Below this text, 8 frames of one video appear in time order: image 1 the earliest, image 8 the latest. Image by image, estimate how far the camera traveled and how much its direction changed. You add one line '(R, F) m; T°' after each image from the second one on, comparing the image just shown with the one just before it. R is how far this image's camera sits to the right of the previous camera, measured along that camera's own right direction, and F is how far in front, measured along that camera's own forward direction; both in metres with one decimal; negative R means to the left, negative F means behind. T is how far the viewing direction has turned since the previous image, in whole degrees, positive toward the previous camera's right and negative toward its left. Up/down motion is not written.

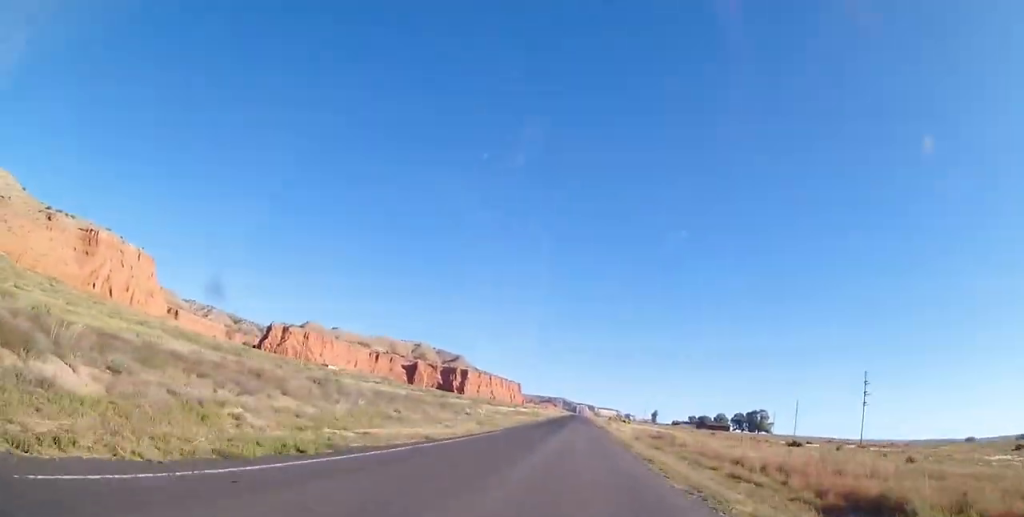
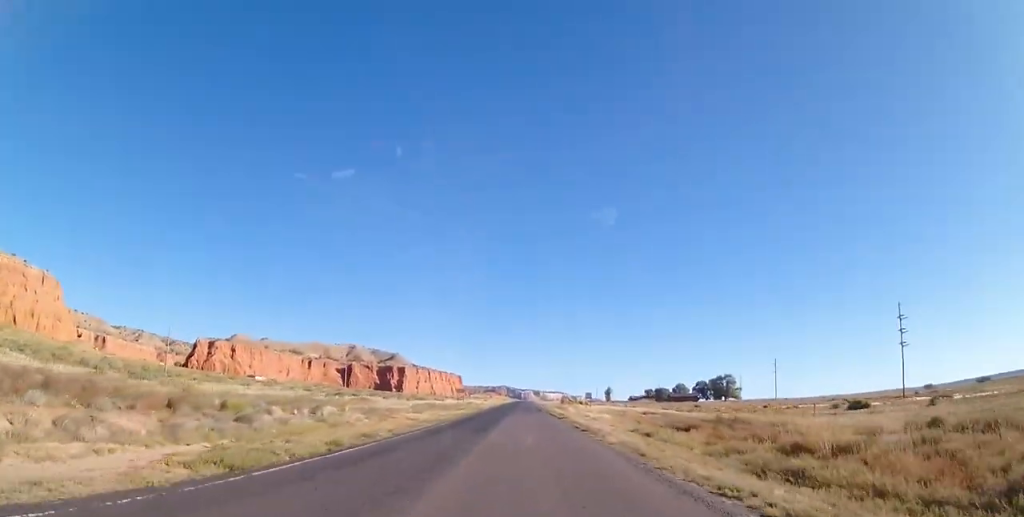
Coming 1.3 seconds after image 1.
(+0.1, +33.3) m; 0°
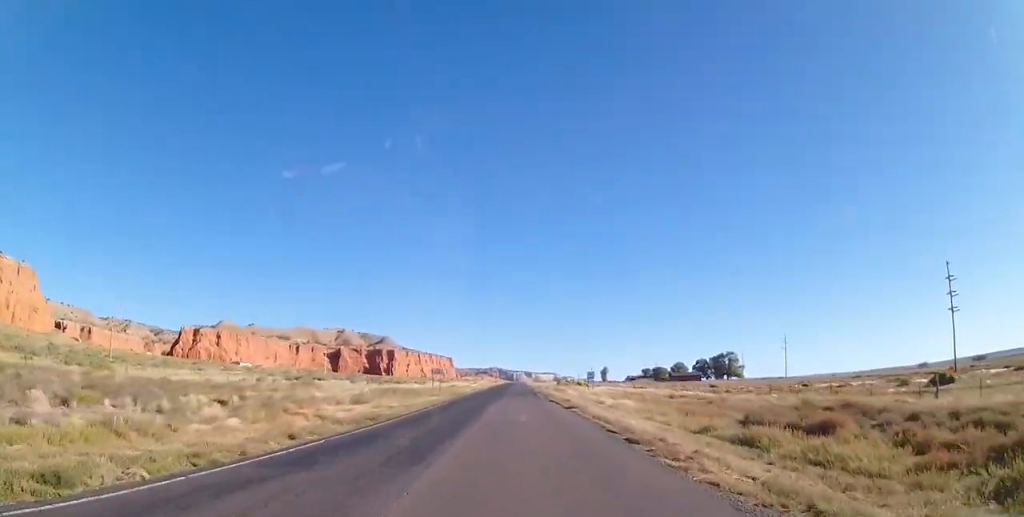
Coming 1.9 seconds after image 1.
(-0.1, +15.1) m; 0°
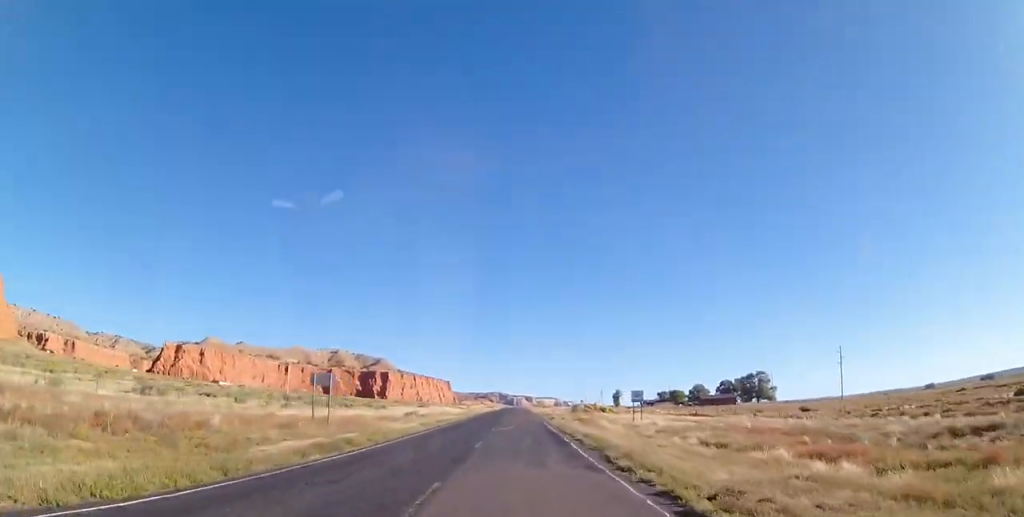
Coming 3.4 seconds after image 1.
(+0.1, +36.1) m; 0°
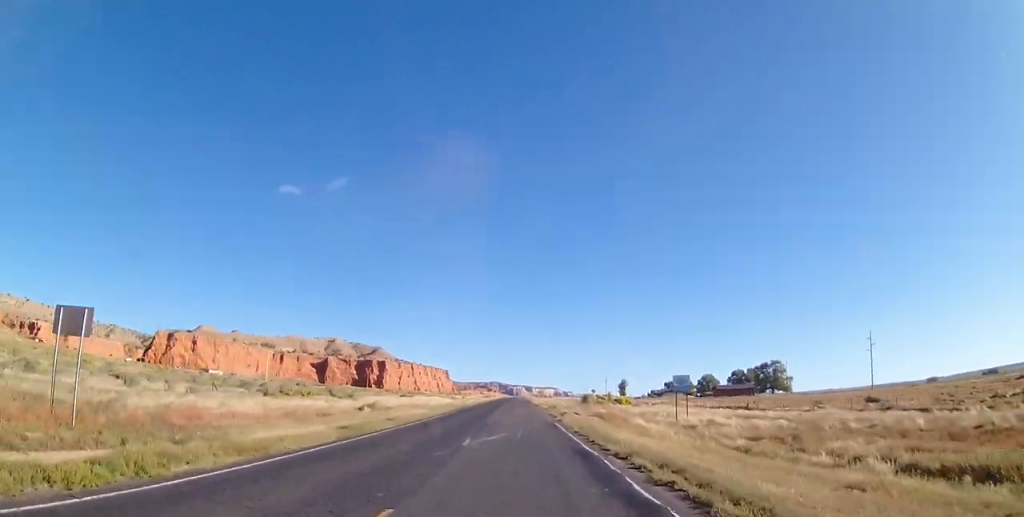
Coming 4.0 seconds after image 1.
(0.0, +15.8) m; 0°
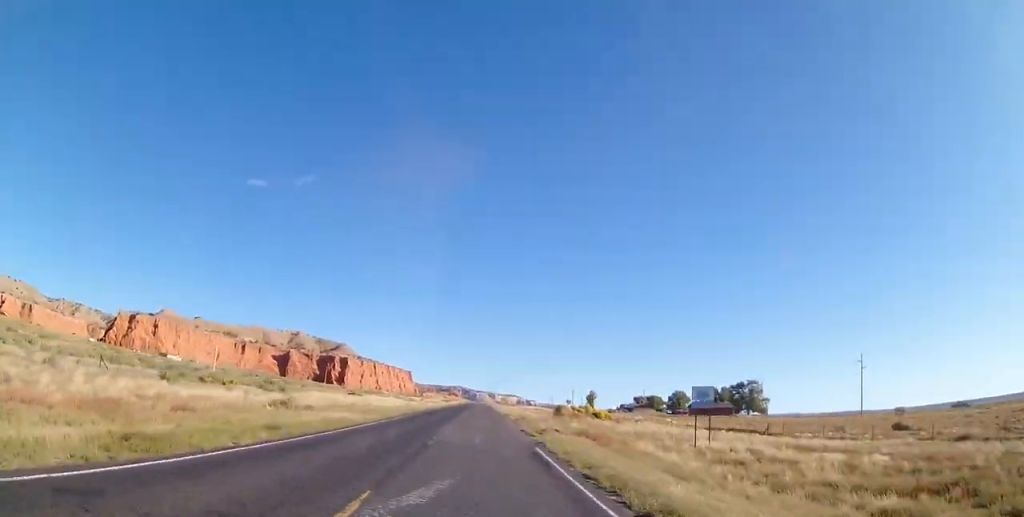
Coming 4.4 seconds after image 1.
(0.0, +10.8) m; 0°
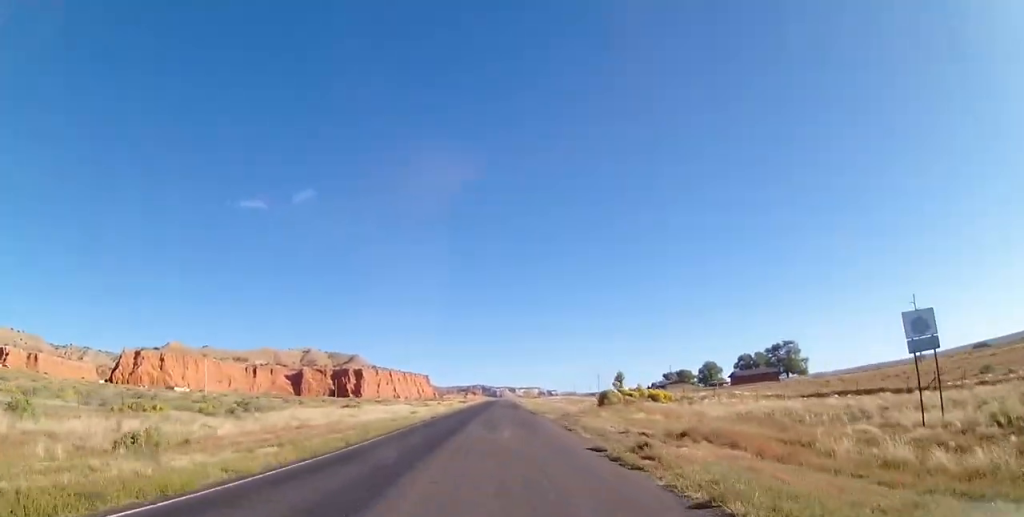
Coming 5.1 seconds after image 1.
(0.0, +15.8) m; 0°
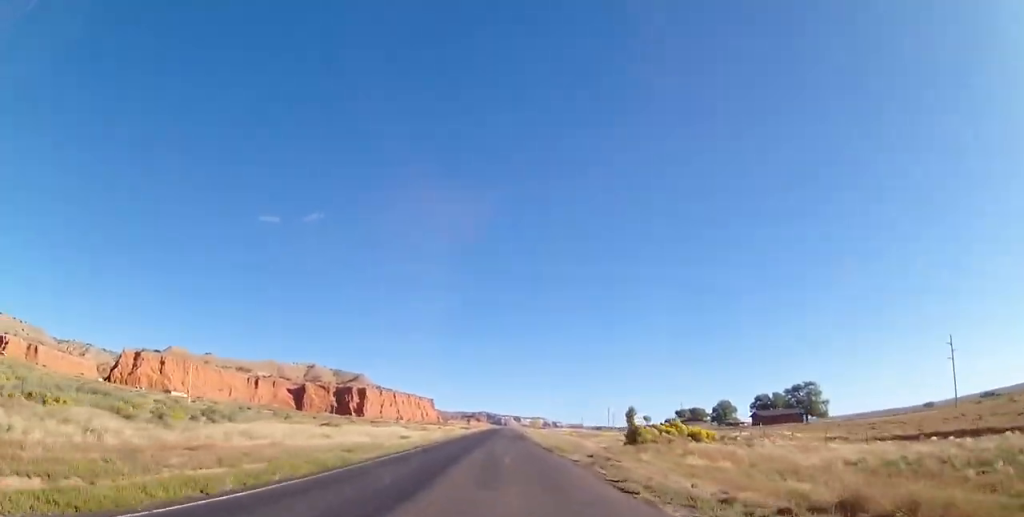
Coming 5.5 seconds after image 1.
(0.0, +10.0) m; 0°
